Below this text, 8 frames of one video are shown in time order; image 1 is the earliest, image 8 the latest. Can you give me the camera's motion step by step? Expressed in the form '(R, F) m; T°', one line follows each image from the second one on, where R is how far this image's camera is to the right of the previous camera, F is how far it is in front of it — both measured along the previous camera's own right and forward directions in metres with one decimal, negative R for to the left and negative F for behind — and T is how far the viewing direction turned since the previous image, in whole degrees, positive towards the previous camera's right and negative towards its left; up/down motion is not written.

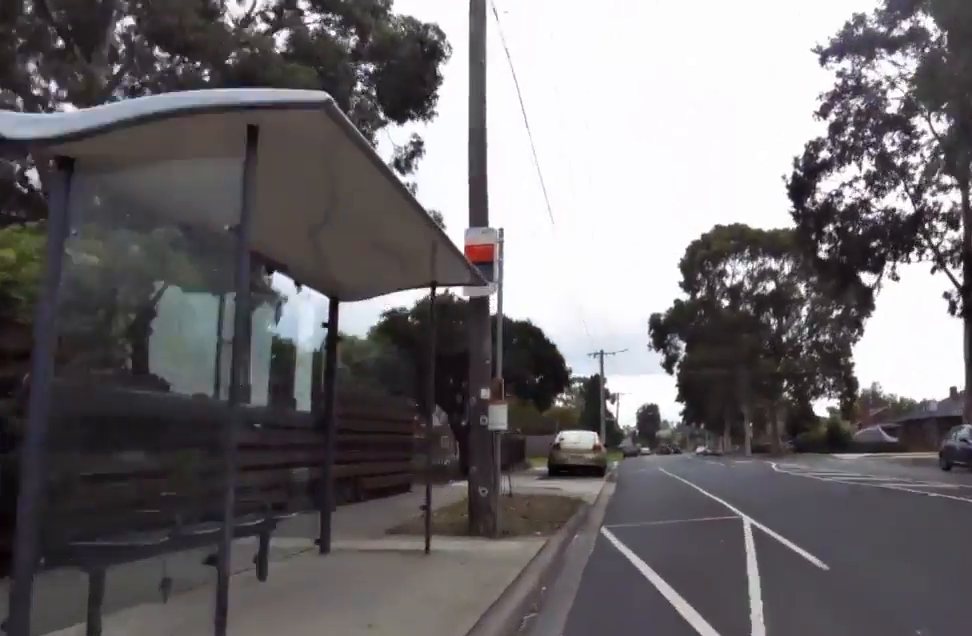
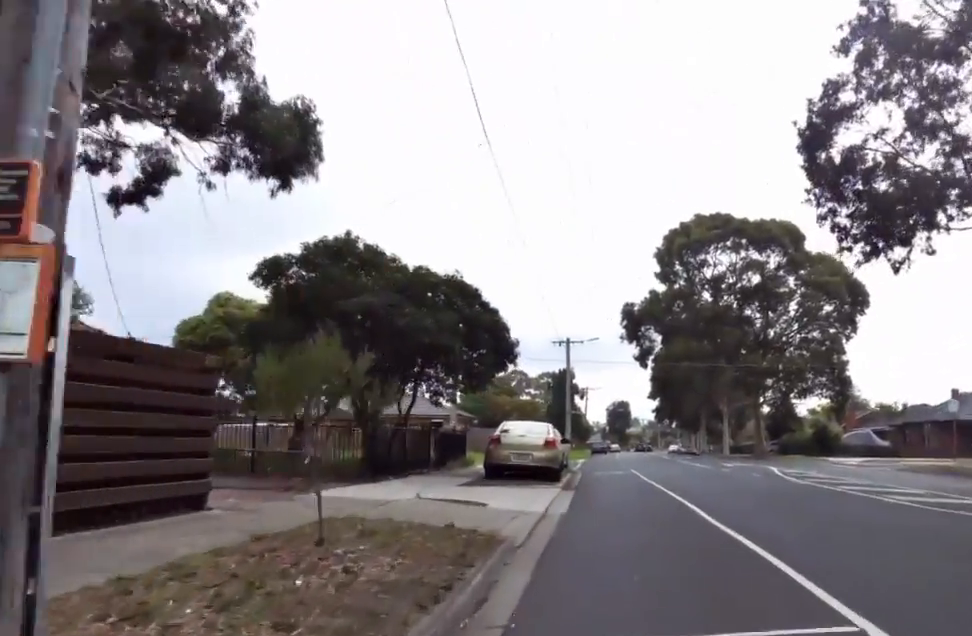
(-0.6, +6.4) m; 0°
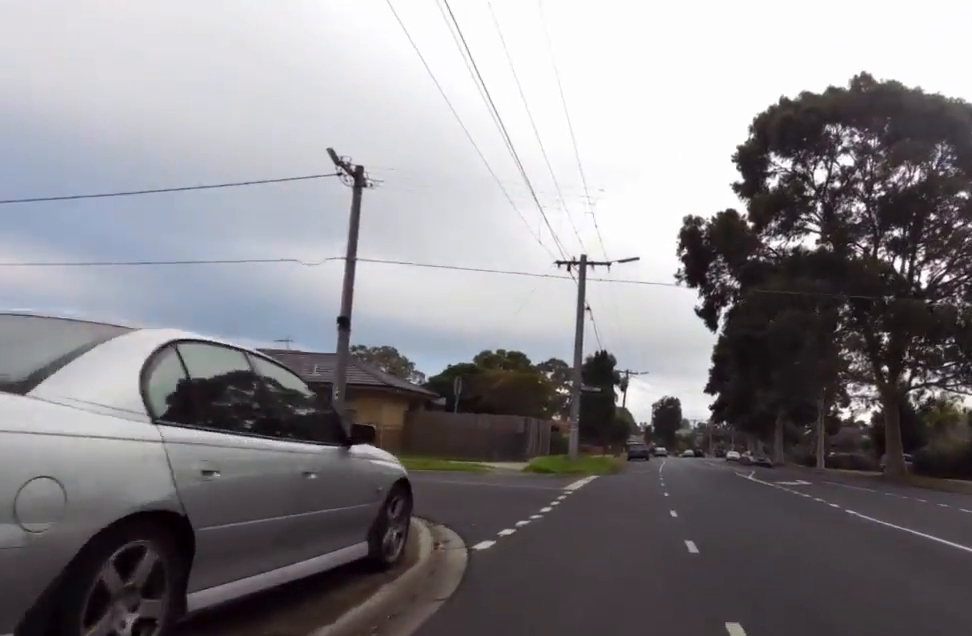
(+0.8, +23.7) m; +8°
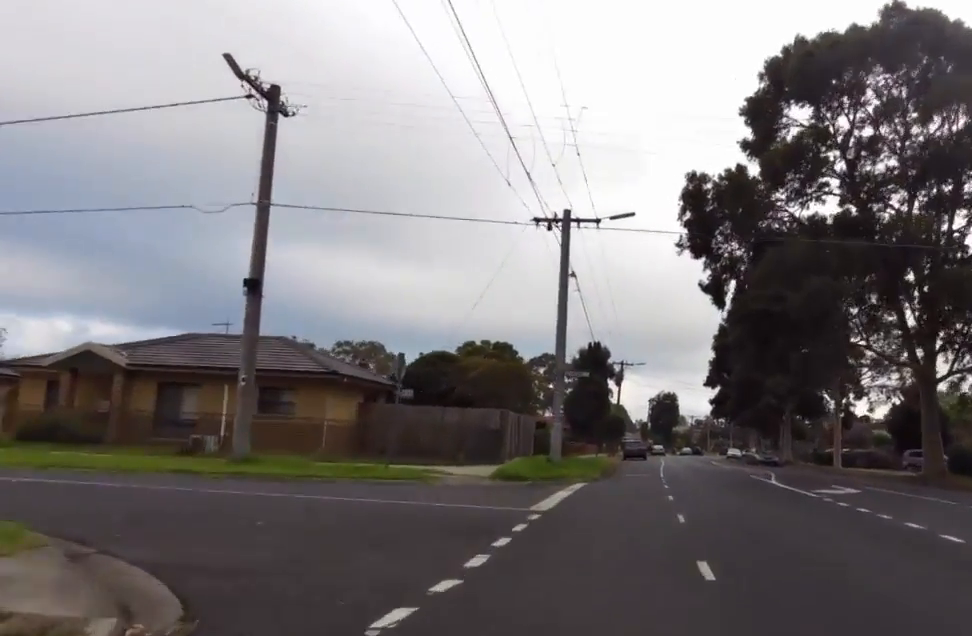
(+0.3, +5.3) m; -5°
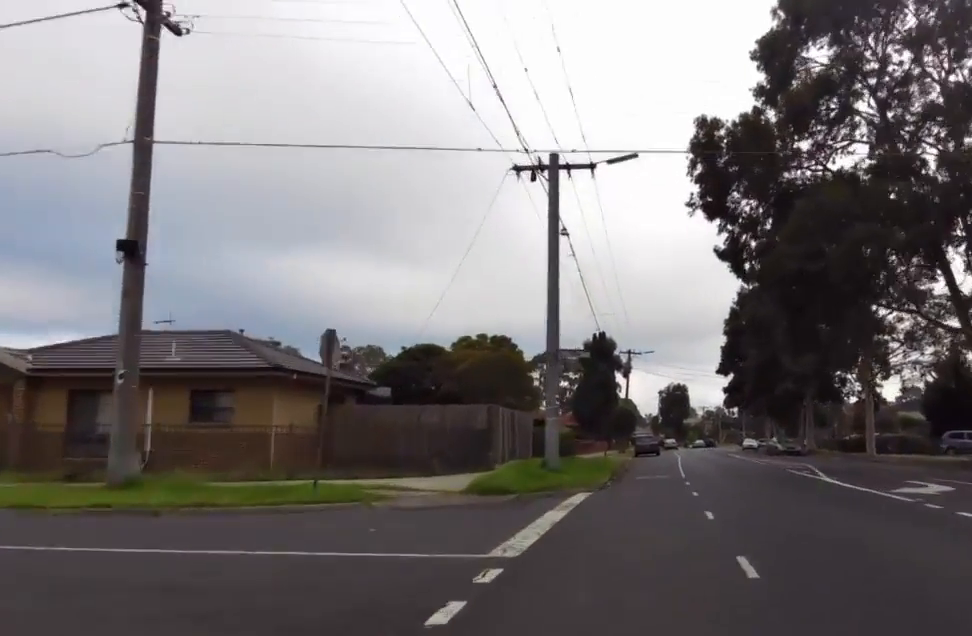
(-0.3, +4.4) m; -5°
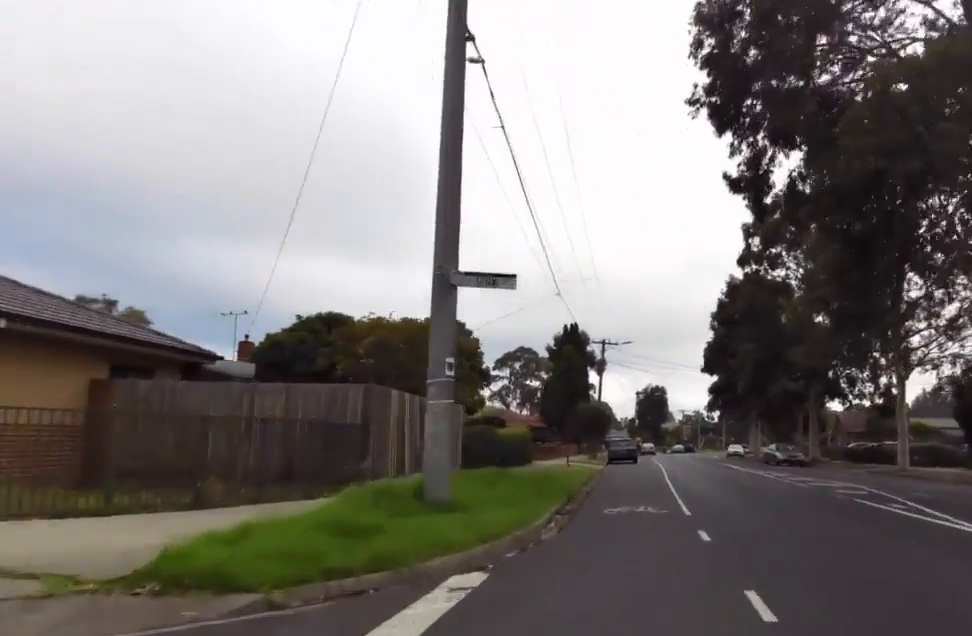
(-1.0, +8.8) m; -2°
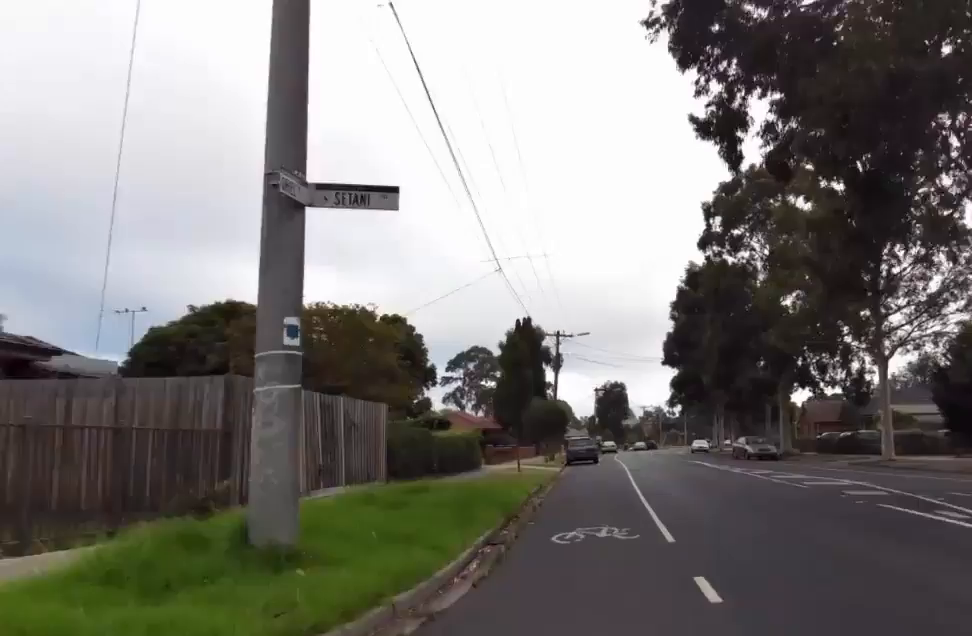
(-0.2, +3.3) m; +4°
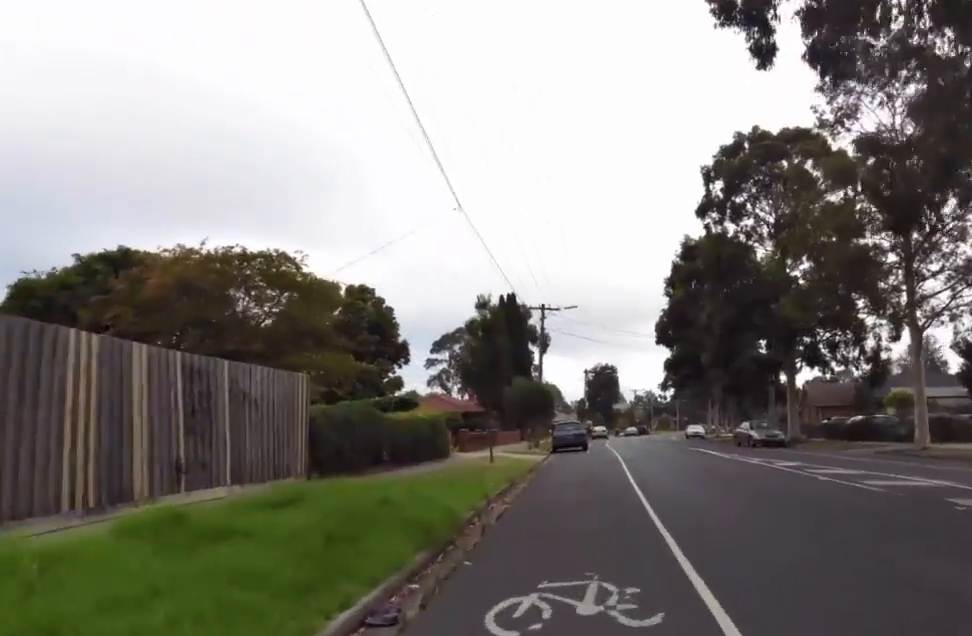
(+0.4, +4.0) m; +1°
